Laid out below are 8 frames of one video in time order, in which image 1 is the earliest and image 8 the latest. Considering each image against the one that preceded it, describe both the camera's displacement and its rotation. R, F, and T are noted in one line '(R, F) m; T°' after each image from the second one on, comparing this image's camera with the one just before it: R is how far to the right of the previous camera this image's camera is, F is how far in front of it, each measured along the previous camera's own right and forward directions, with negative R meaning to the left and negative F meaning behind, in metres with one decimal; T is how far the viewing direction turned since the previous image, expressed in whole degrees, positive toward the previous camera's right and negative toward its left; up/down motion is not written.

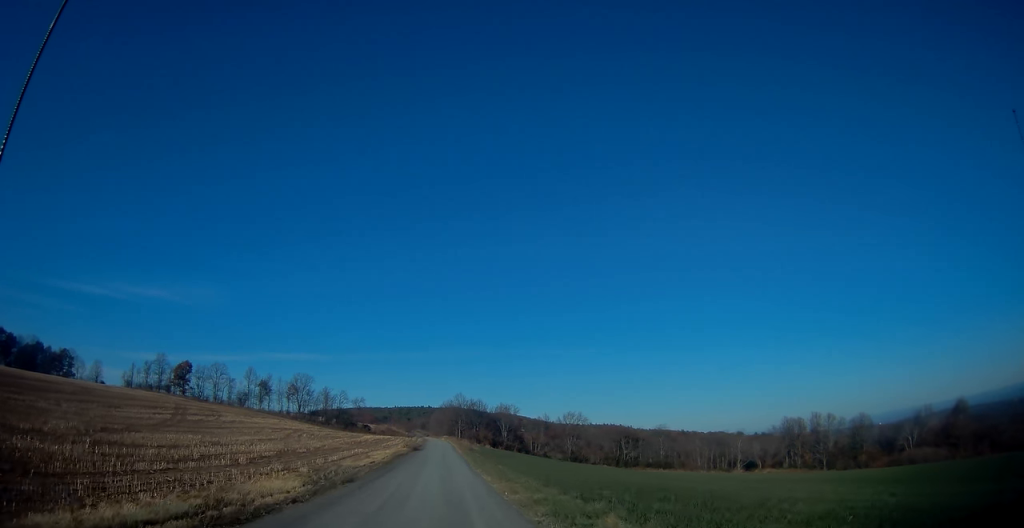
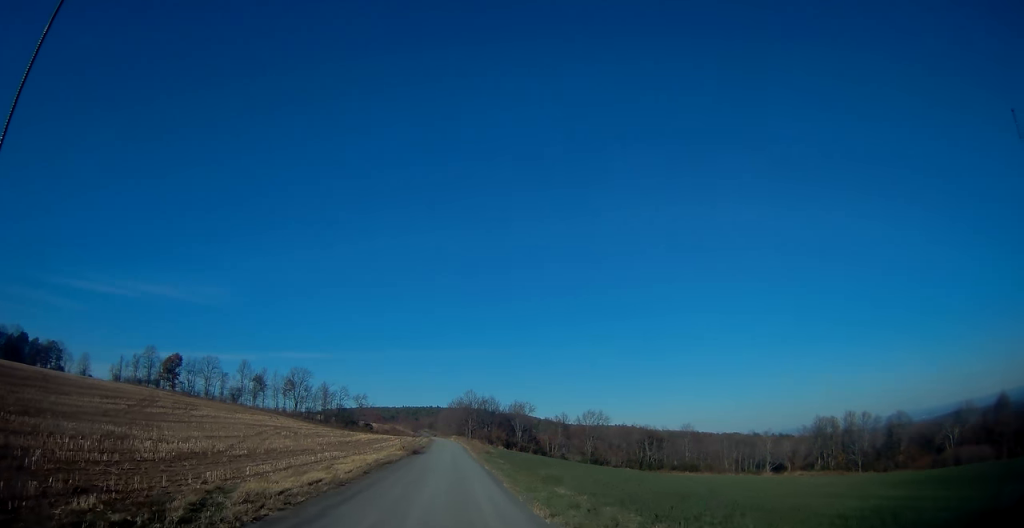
(0.0, +18.5) m; -1°
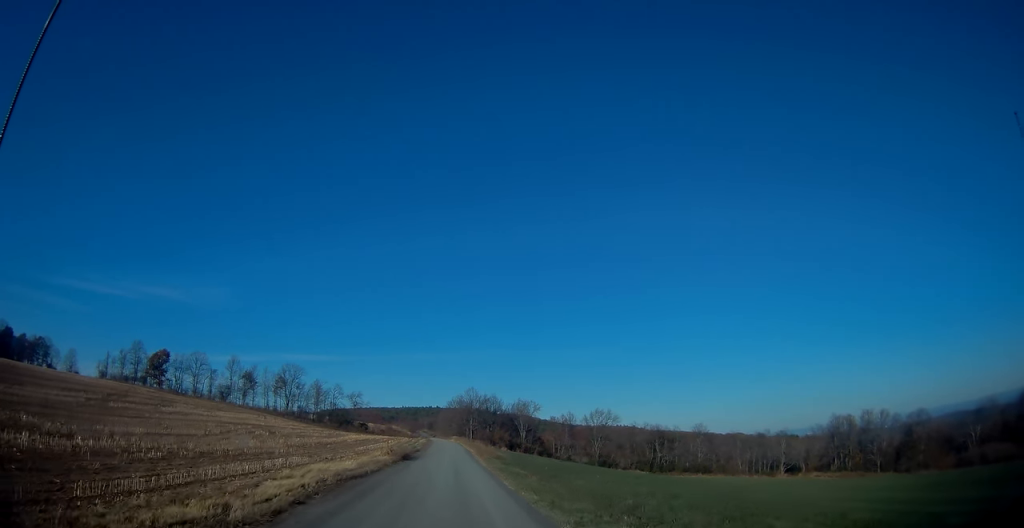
(-0.1, +11.6) m; 0°
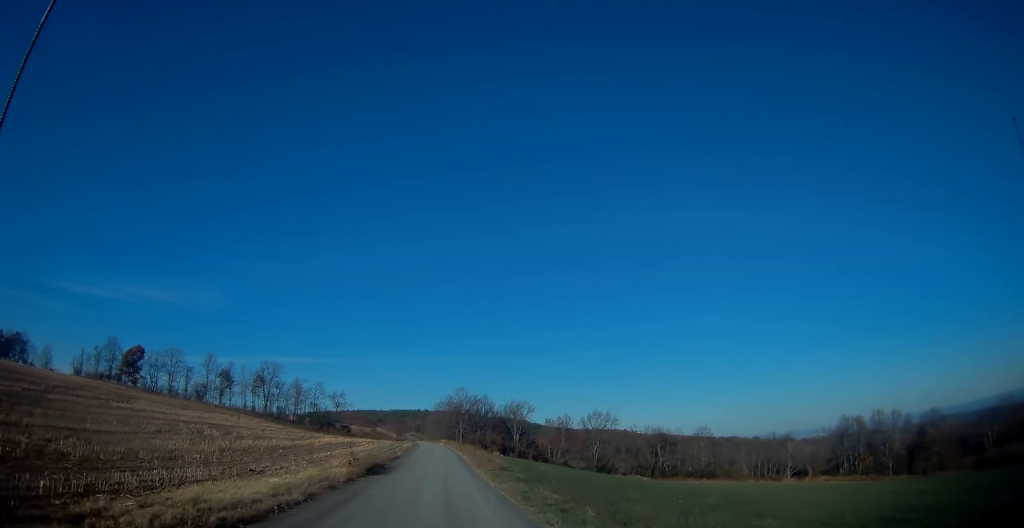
(-0.1, +12.9) m; +1°
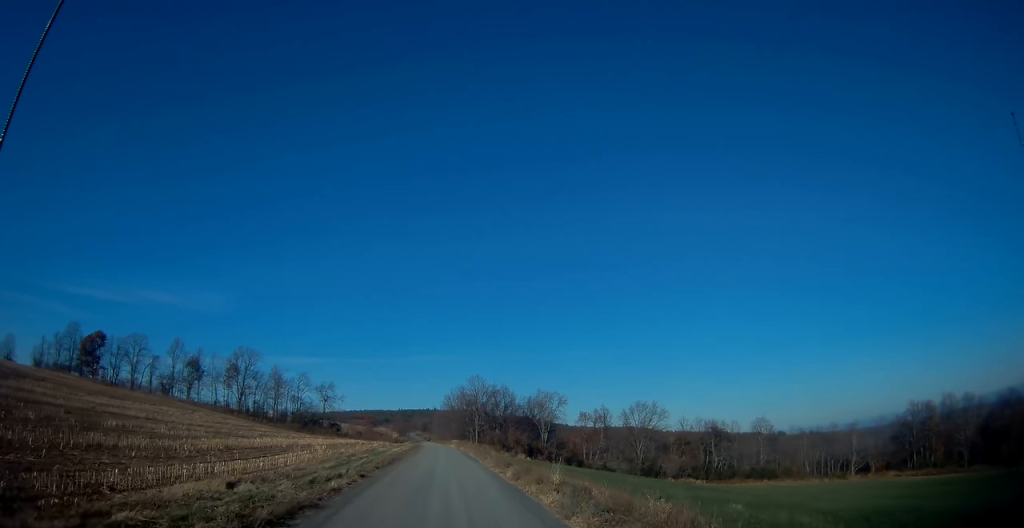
(-0.1, +34.2) m; -1°
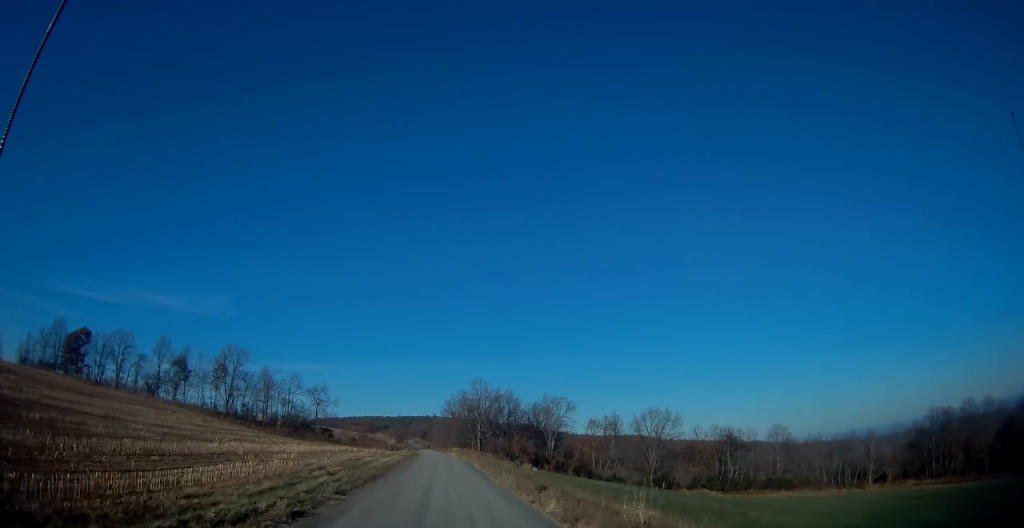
(0.0, +9.6) m; 0°
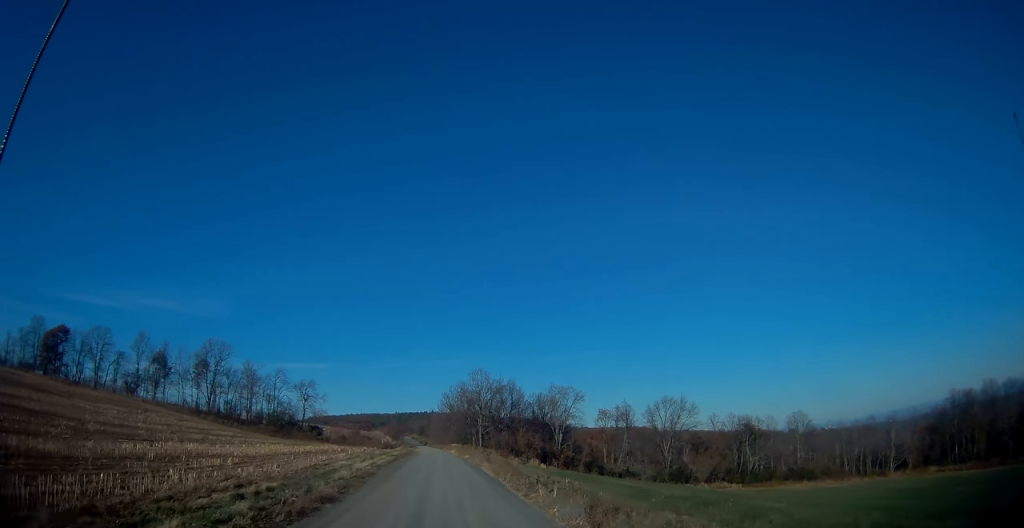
(0.0, +11.2) m; 0°
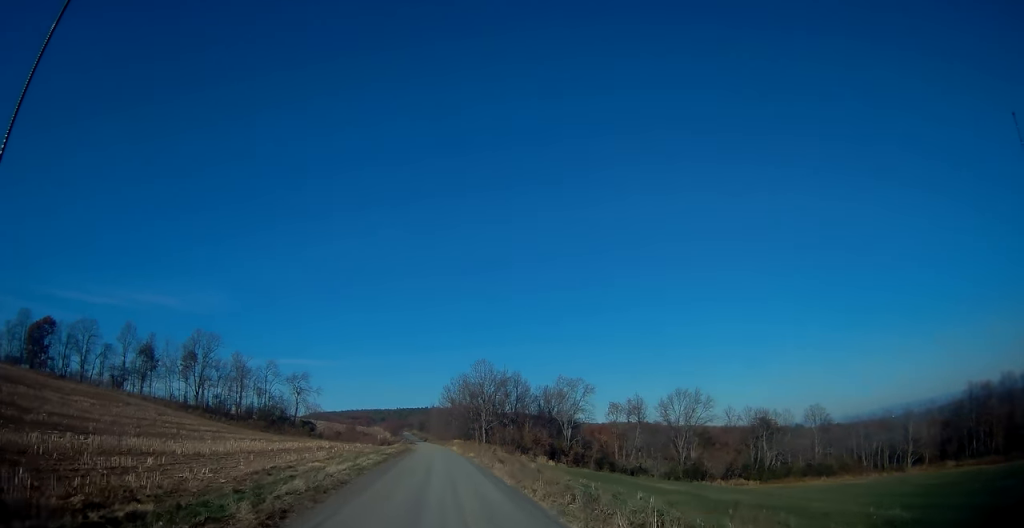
(0.0, +8.0) m; 0°
